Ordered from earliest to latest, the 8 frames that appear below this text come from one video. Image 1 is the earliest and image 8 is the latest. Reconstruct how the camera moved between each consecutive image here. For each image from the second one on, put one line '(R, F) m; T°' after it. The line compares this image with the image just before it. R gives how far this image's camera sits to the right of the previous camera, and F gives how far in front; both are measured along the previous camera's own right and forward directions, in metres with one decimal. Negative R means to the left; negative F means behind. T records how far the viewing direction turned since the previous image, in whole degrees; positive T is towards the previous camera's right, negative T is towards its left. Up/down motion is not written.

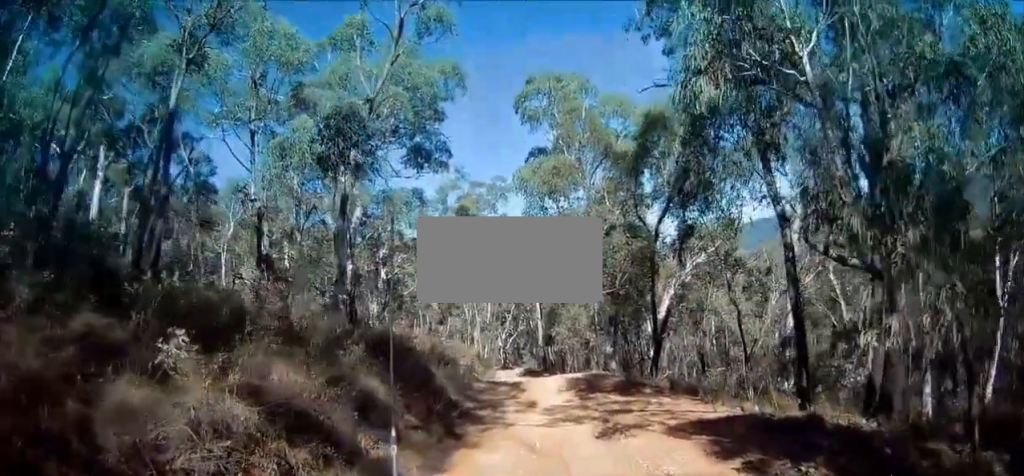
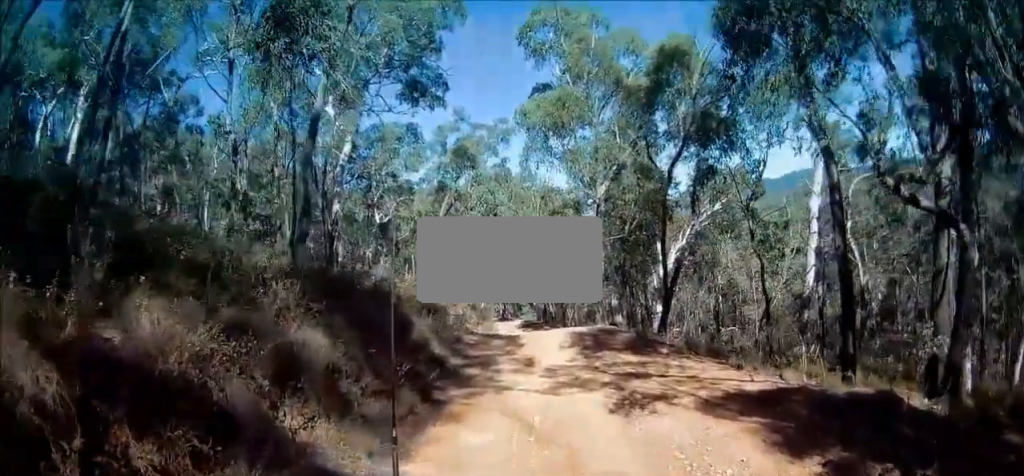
(+0.4, +2.5) m; +6°
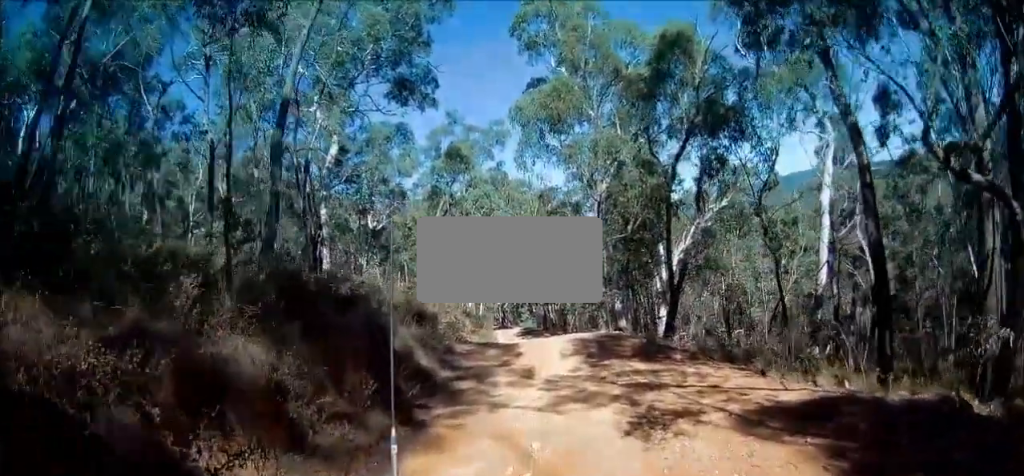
(+0.1, +1.6) m; +4°
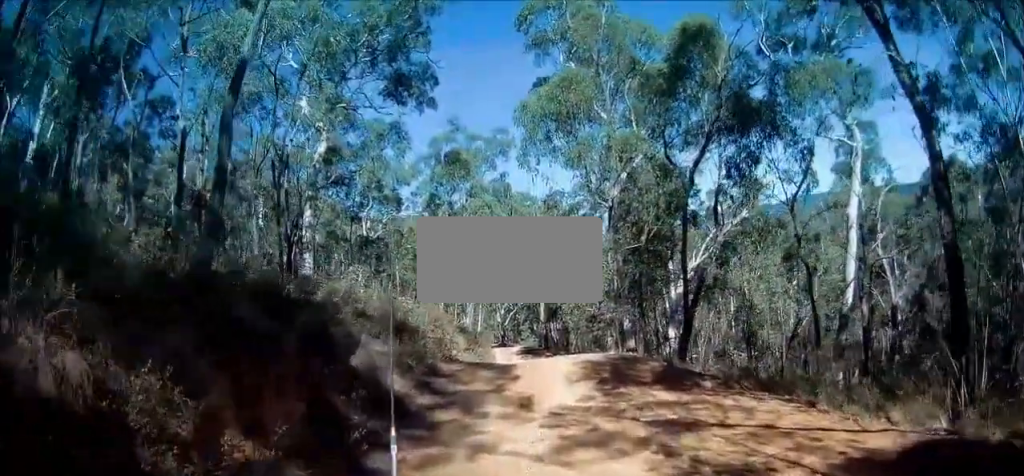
(0.0, +2.4) m; -5°
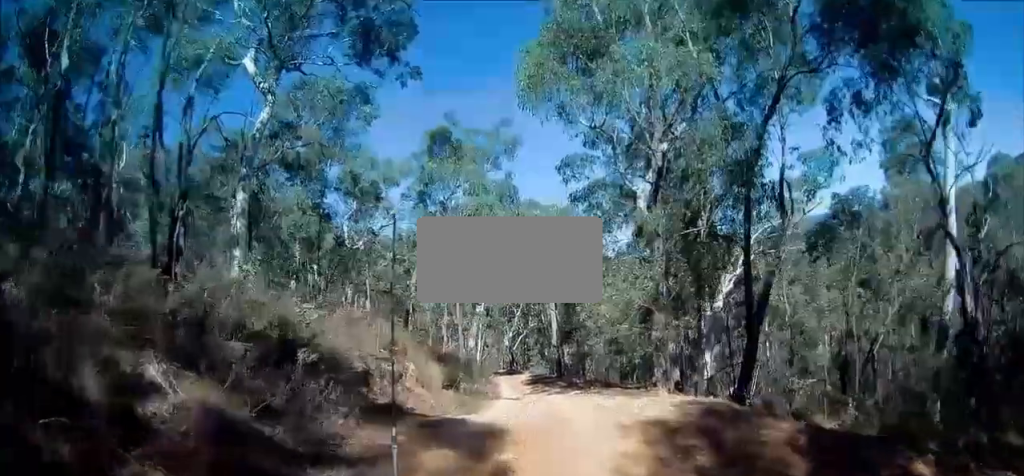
(-0.7, +6.7) m; -5°
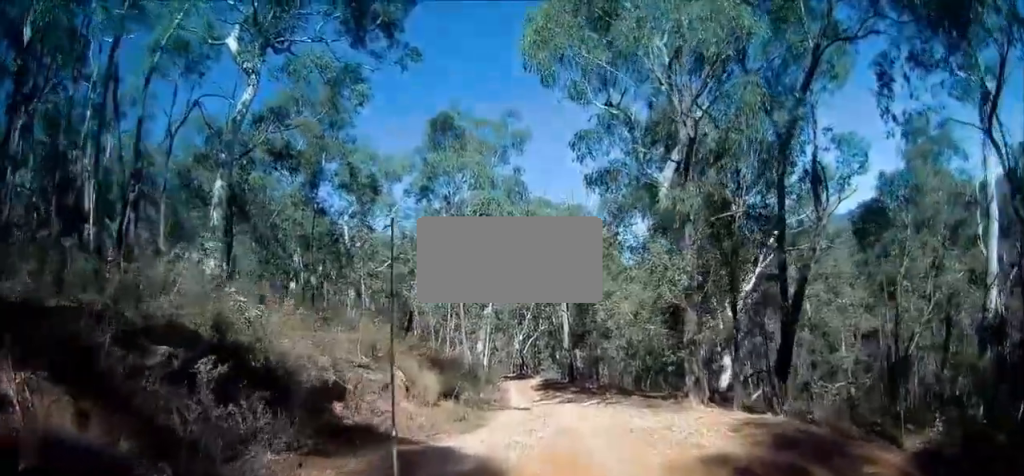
(+0.3, +2.0) m; 0°
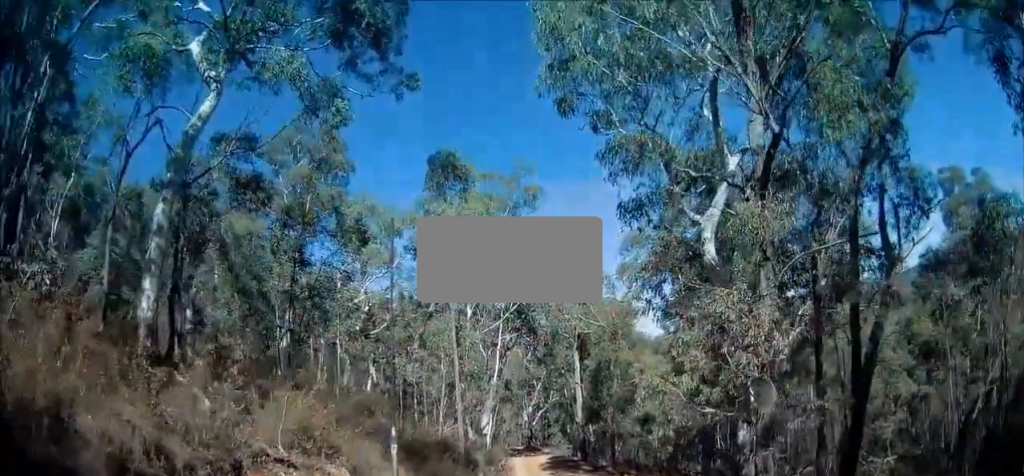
(-0.2, +3.8) m; +1°
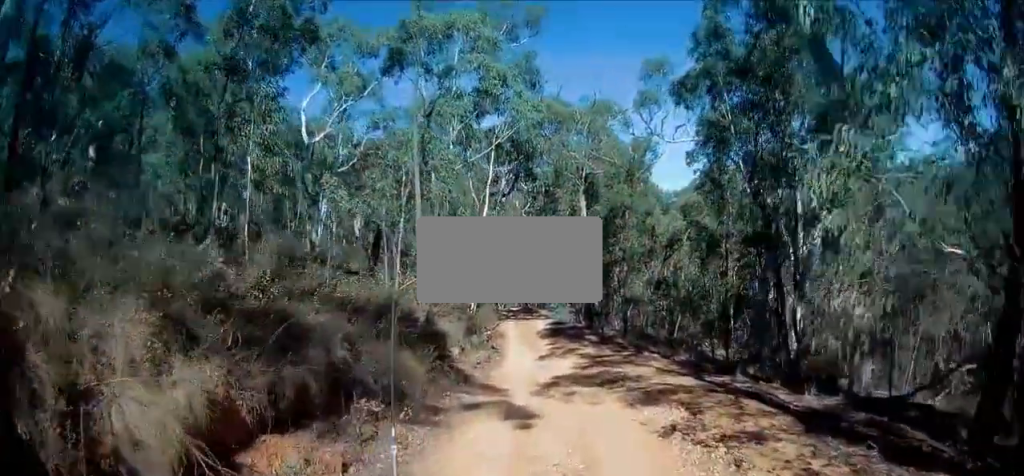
(+0.4, +6.3) m; +1°
